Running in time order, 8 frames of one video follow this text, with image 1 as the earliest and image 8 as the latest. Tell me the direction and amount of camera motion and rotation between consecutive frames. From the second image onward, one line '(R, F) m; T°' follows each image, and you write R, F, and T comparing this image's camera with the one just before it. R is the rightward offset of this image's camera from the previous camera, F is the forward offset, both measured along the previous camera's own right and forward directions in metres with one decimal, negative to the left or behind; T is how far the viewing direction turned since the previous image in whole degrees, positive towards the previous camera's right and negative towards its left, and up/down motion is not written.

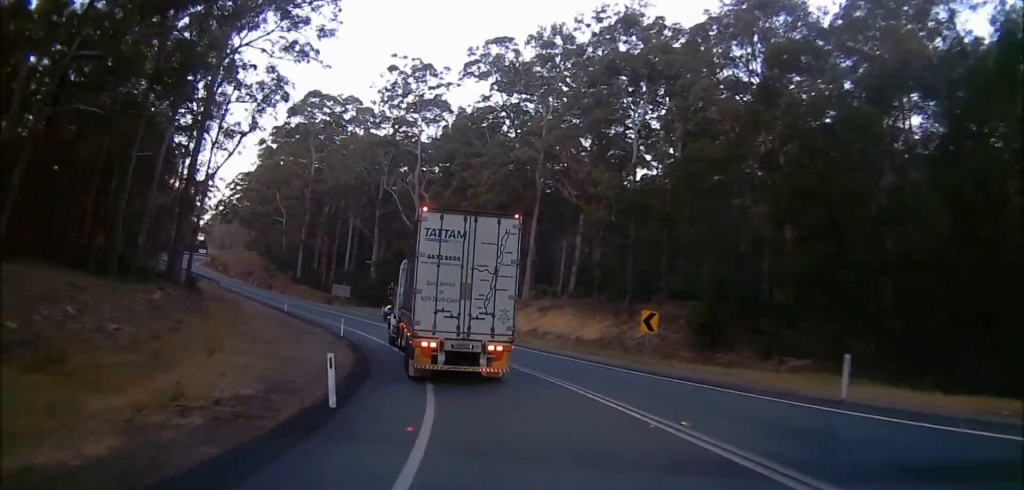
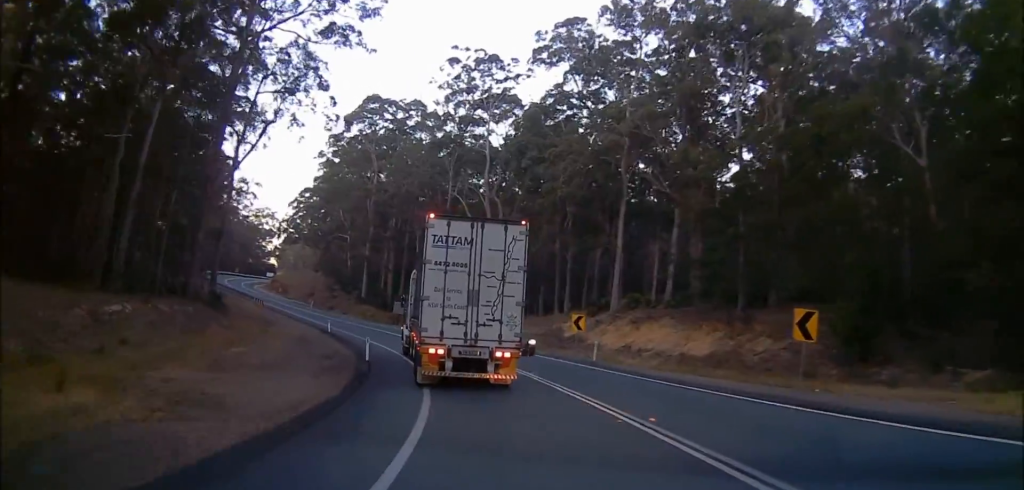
(-0.4, +9.9) m; -8°
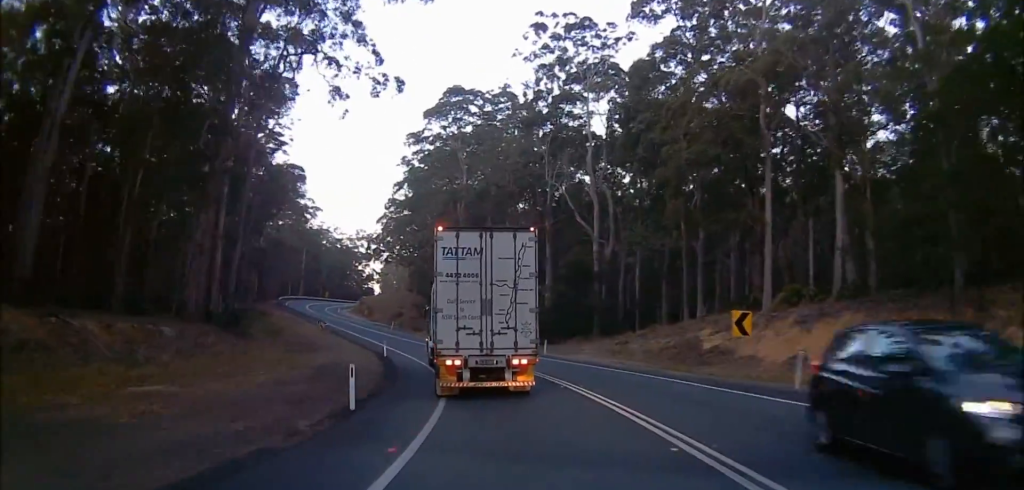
(-1.6, +14.0) m; -7°
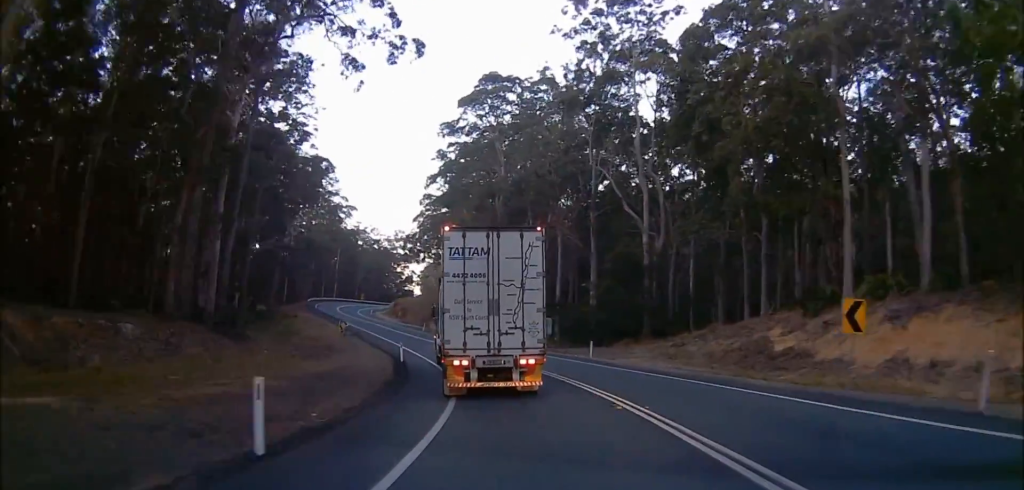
(0.0, +6.1) m; -2°
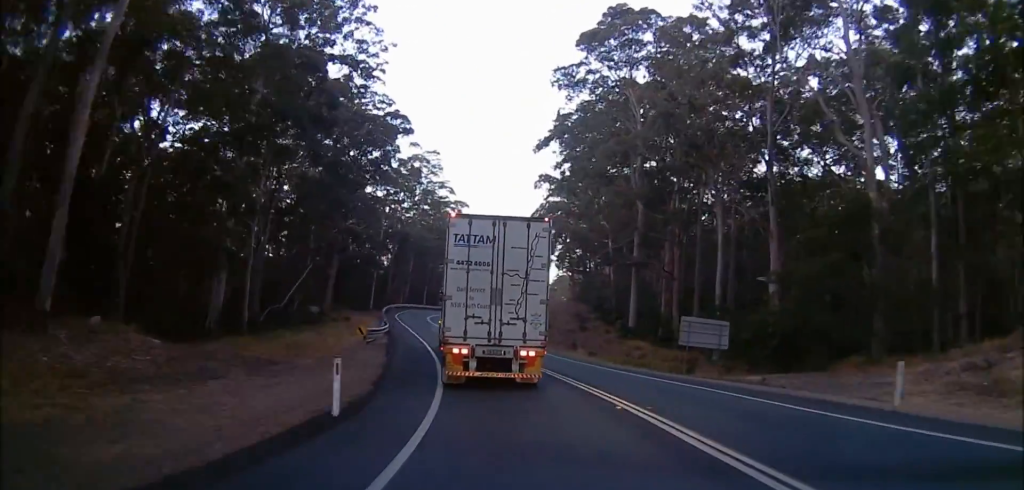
(-2.0, +23.0) m; -14°
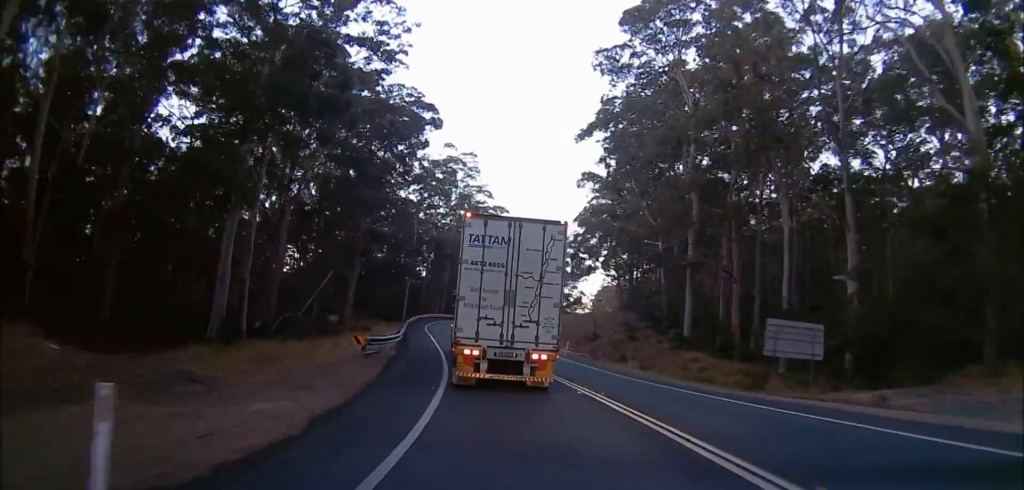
(-0.6, +6.8) m; -2°
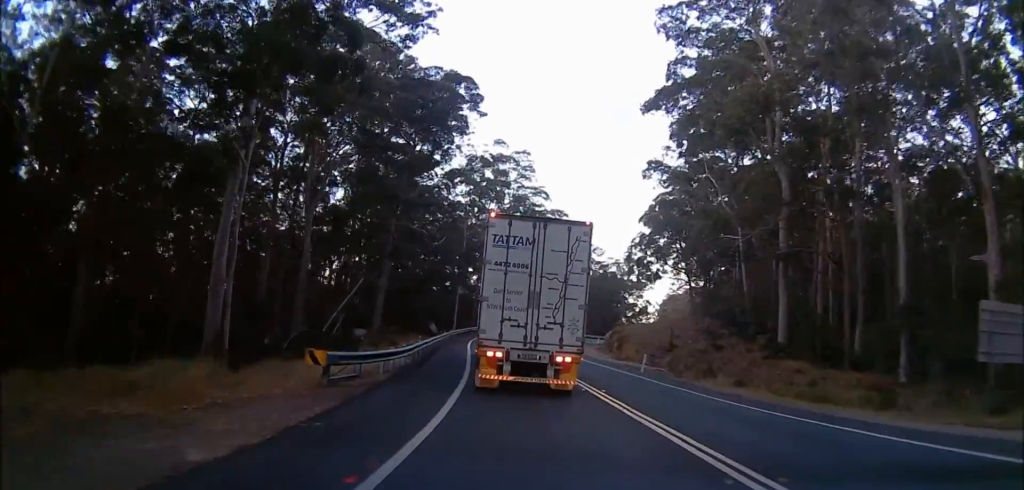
(-0.6, +10.0) m; -3°
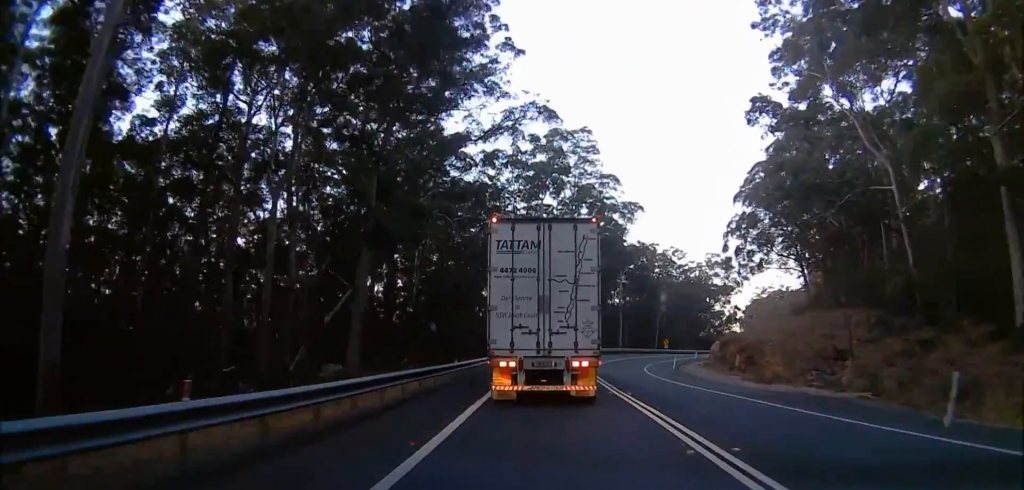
(-0.7, +21.3) m; -6°
